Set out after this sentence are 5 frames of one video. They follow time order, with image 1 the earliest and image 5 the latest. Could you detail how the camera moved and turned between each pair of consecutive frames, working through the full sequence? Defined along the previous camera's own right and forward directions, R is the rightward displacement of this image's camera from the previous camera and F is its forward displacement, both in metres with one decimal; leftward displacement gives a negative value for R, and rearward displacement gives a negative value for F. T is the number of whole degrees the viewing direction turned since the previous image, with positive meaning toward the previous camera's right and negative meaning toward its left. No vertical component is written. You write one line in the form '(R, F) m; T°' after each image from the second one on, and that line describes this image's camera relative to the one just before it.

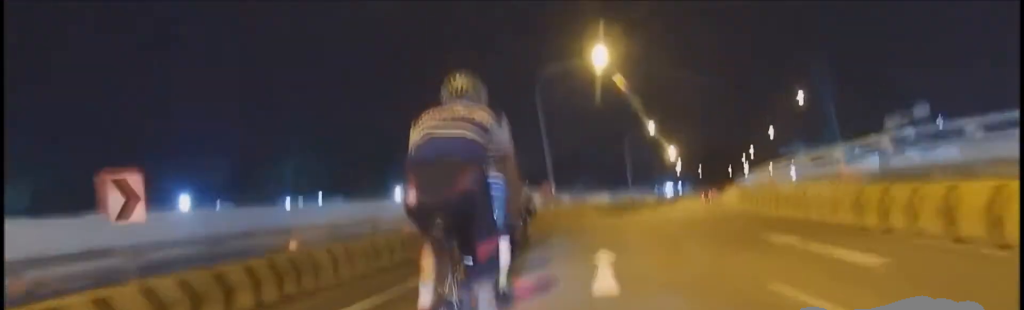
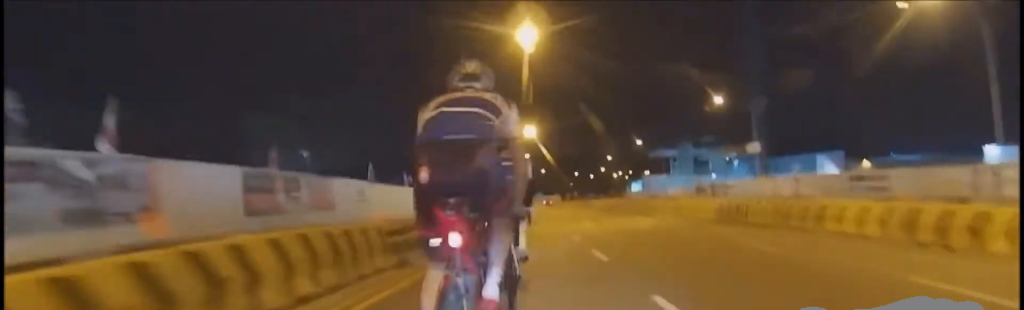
(+5.3, +42.8) m; +10°
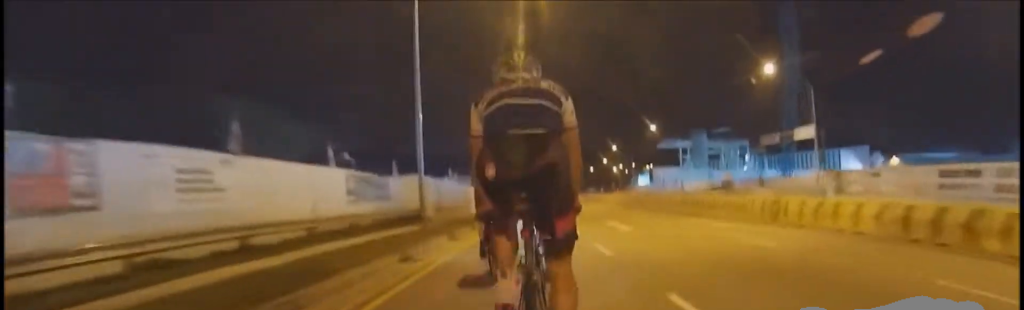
(0.0, +12.6) m; +6°
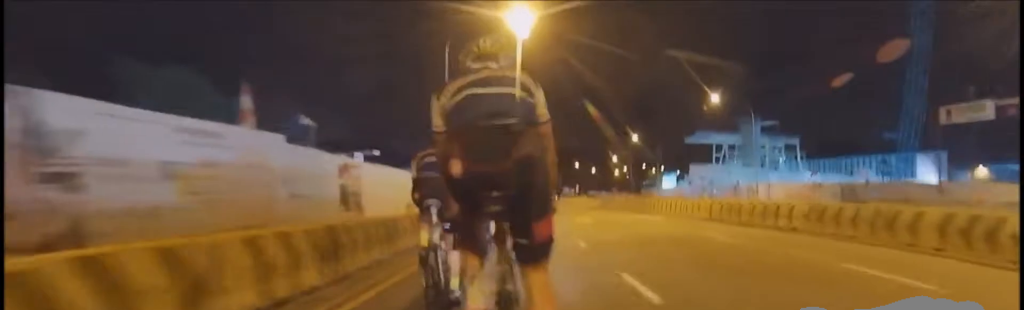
(+0.2, +28.9) m; 0°
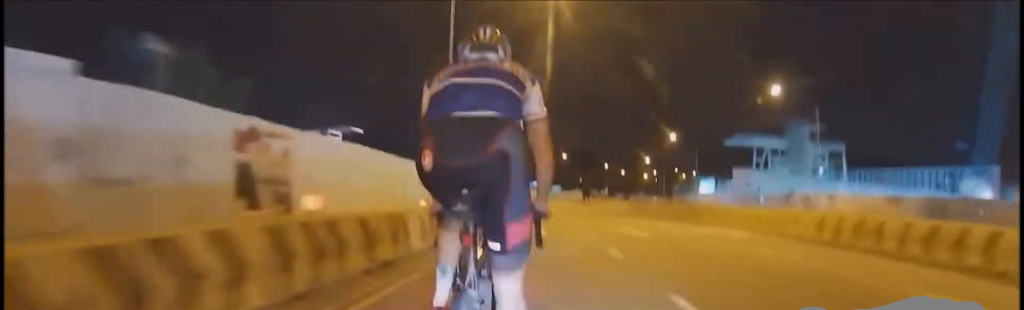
(+0.8, +7.5) m; 0°
